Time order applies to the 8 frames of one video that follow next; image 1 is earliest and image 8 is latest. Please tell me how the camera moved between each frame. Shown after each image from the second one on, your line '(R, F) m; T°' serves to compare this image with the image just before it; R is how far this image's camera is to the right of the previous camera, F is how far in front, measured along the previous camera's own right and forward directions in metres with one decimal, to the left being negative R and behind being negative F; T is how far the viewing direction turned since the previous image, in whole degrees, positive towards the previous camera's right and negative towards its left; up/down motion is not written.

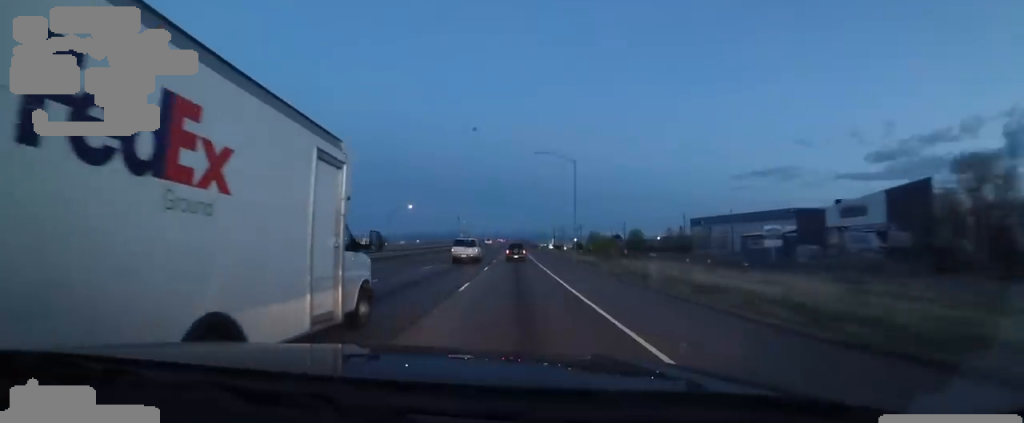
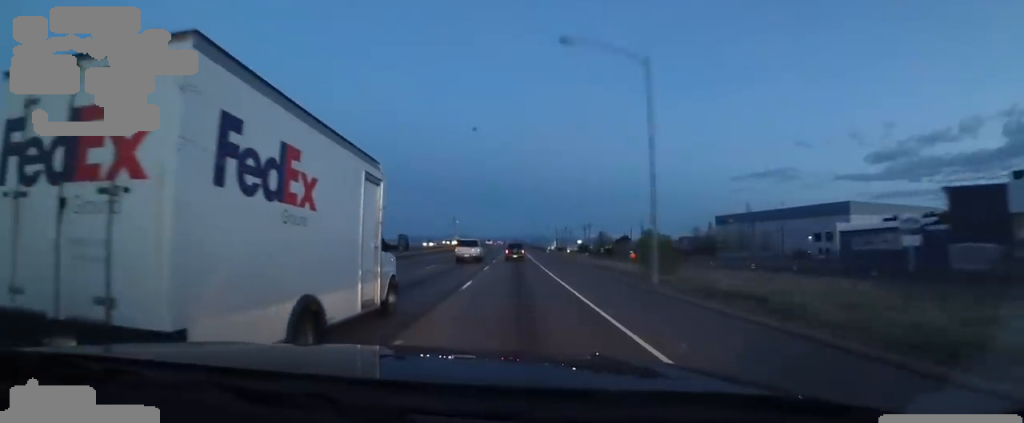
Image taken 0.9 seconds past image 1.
(-0.1, +23.3) m; -1°
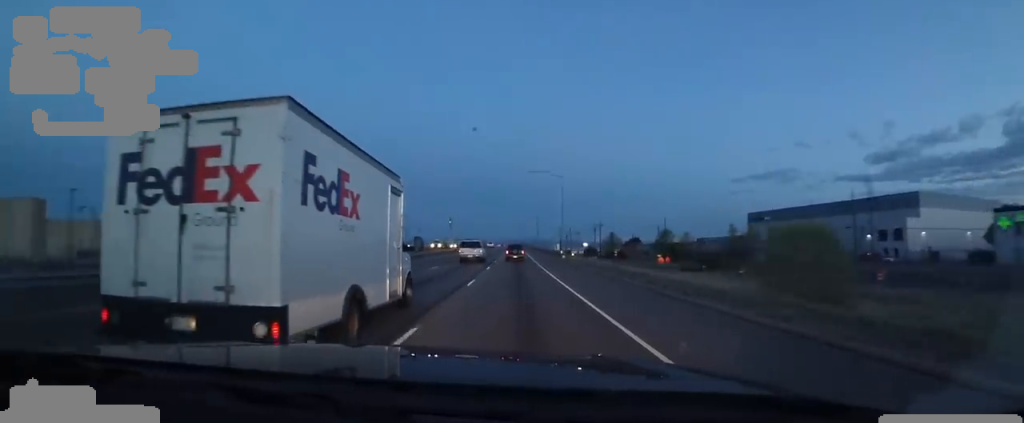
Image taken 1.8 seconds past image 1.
(-0.2, +22.8) m; -1°
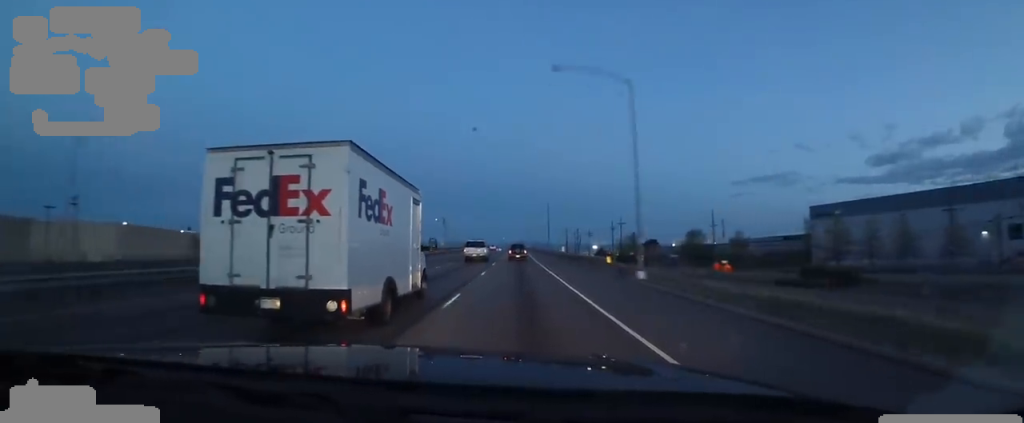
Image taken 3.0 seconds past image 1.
(-0.1, +30.7) m; 0°
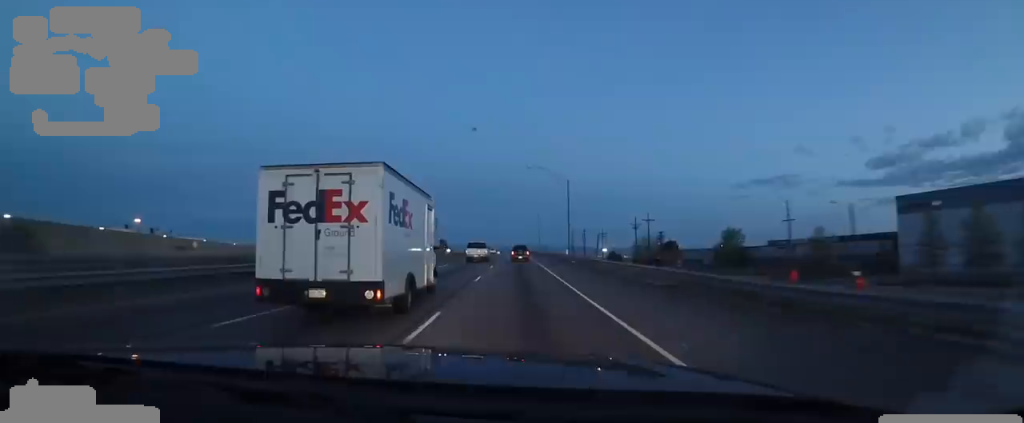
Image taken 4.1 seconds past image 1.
(+0.2, +28.0) m; +1°
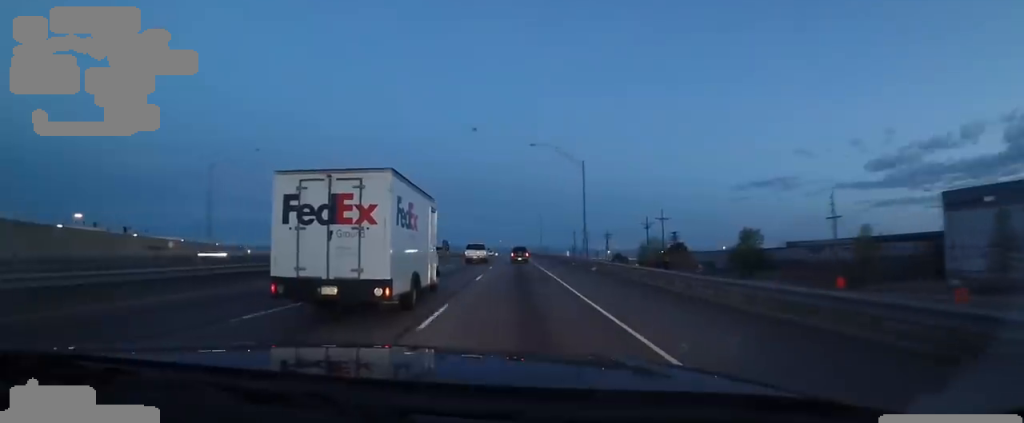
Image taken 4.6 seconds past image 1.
(0.0, +11.0) m; 0°
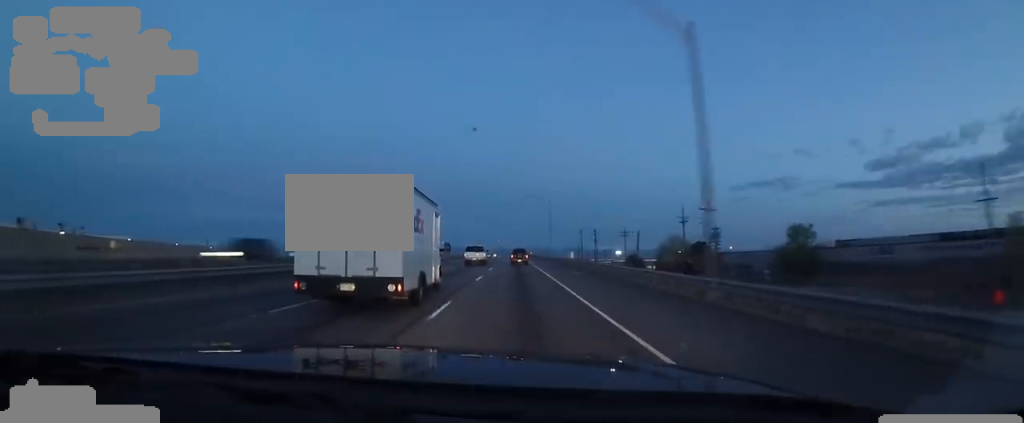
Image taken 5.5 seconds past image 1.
(0.0, +22.9) m; 0°
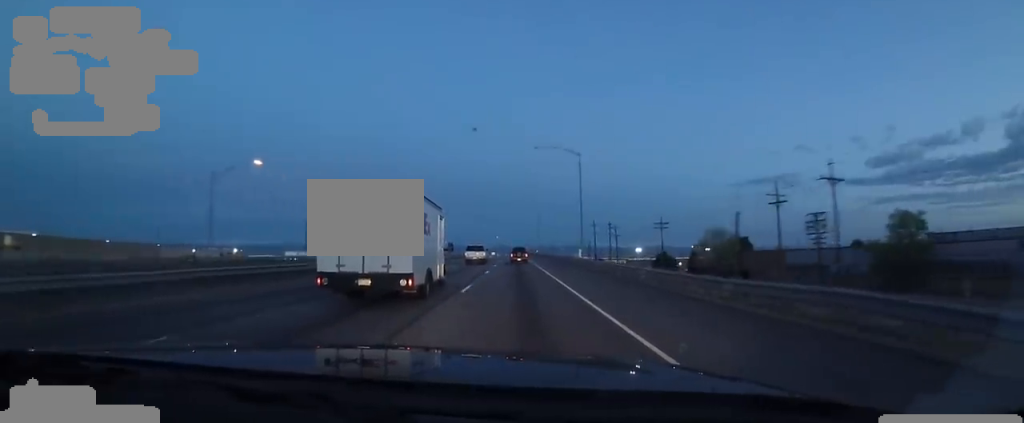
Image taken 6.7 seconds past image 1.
(-0.1, +31.1) m; 0°
